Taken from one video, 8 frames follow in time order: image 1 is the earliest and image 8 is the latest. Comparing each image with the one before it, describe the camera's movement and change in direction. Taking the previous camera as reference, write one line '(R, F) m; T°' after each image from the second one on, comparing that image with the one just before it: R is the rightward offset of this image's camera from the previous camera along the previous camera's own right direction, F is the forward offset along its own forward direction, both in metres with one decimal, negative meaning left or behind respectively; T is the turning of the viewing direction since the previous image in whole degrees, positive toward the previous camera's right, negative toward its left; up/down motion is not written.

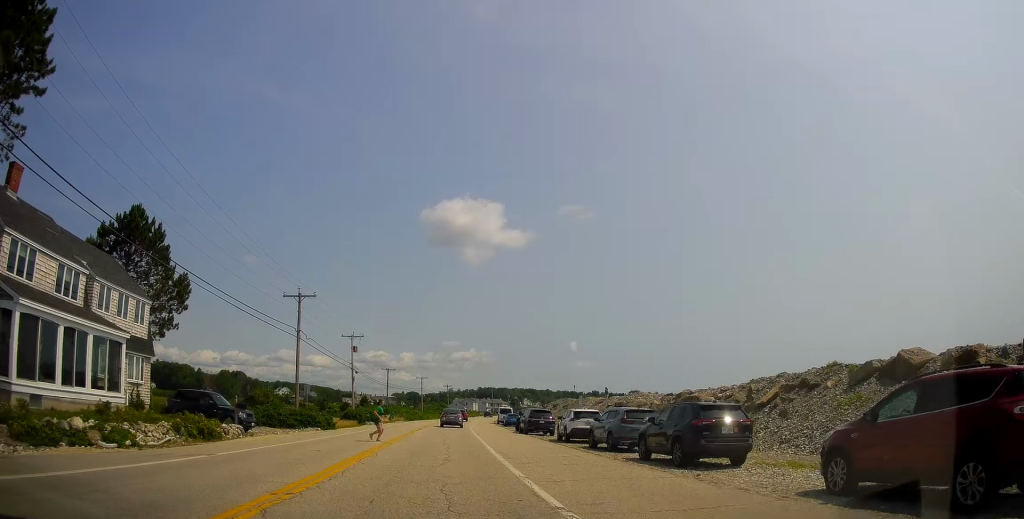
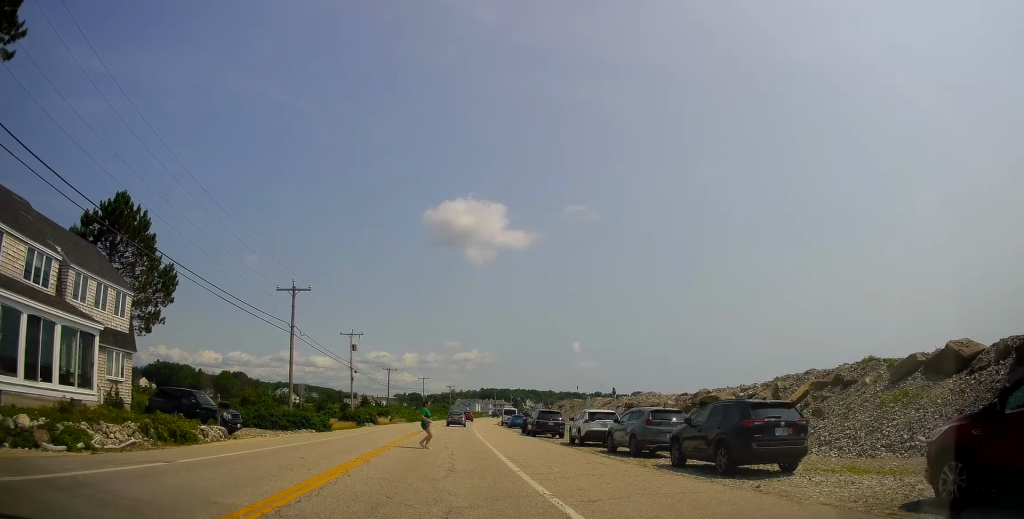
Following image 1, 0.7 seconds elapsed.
(0.0, +2.4) m; -1°
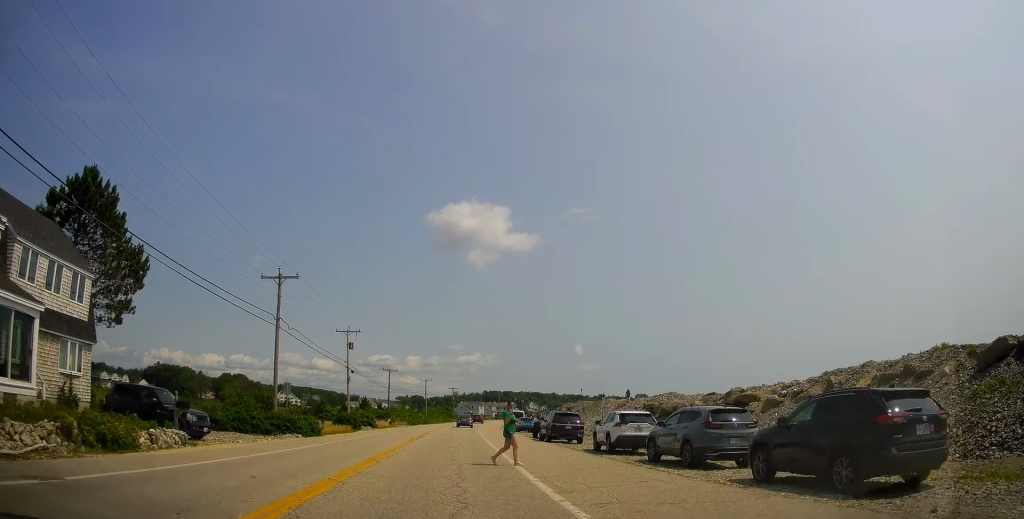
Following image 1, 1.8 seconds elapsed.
(0.0, +4.7) m; +2°
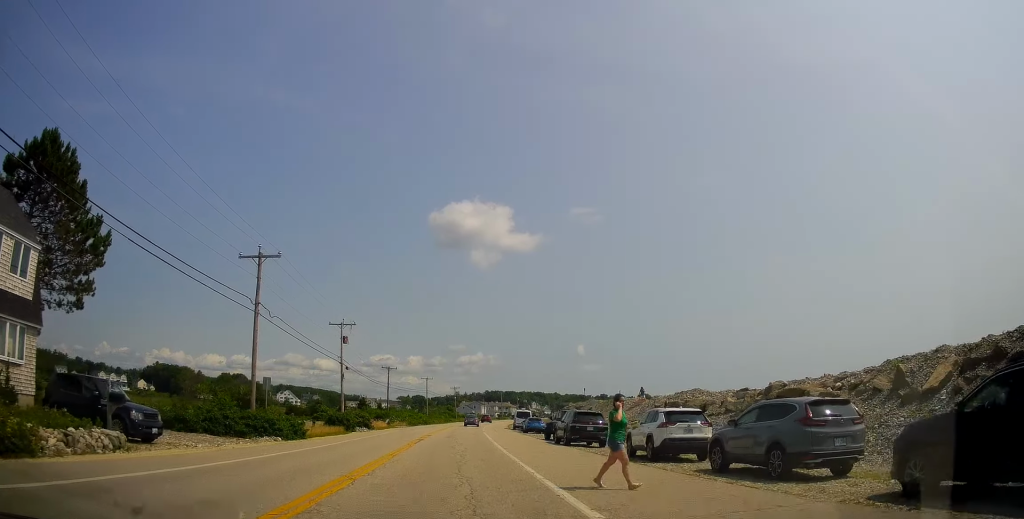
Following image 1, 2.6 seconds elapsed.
(0.0, +4.4) m; +4°
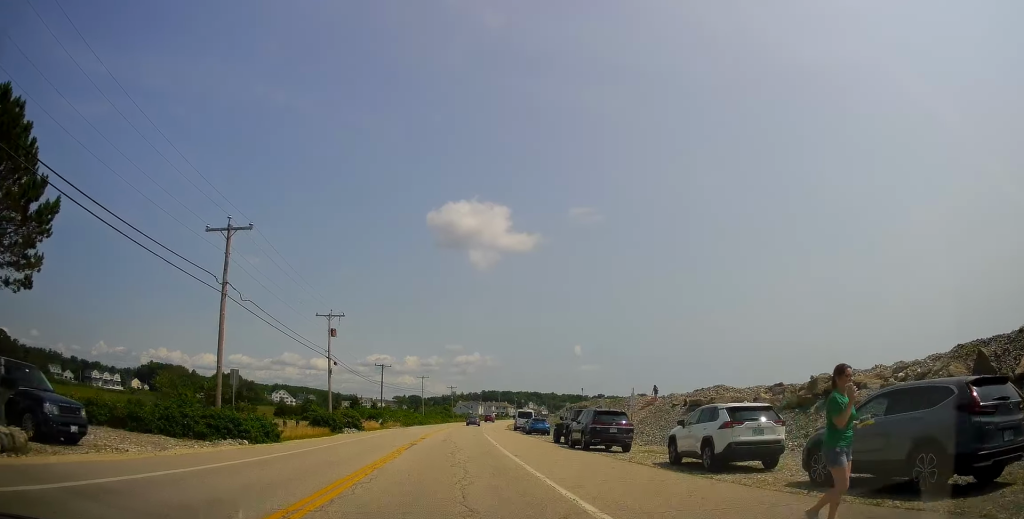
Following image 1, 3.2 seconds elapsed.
(+0.3, +4.3) m; +2°
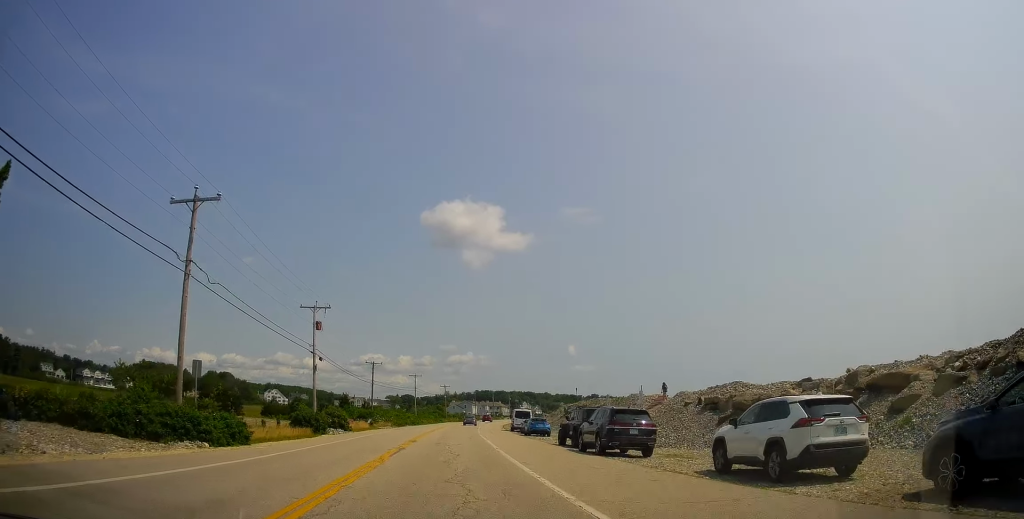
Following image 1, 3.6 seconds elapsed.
(0.0, +3.4) m; 0°
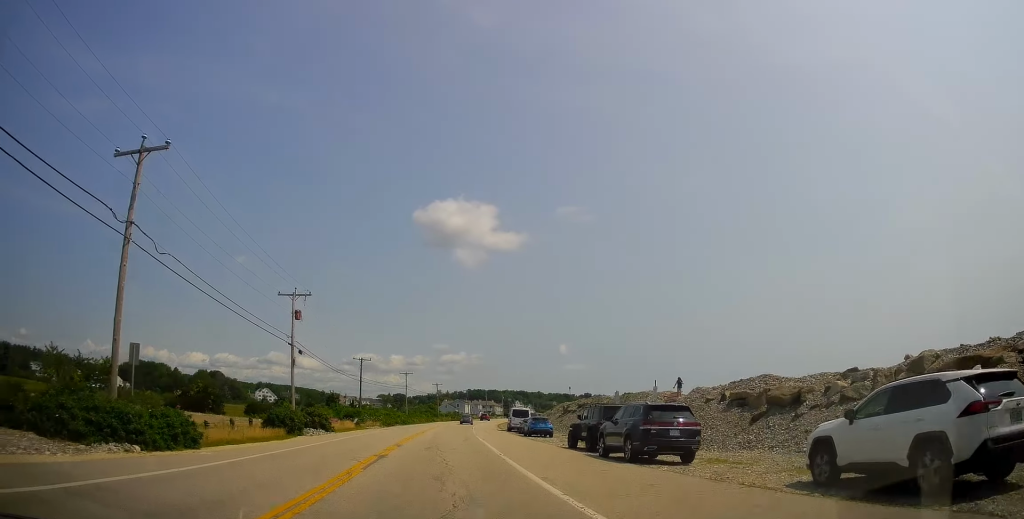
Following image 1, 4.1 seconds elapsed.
(0.0, +4.3) m; -2°
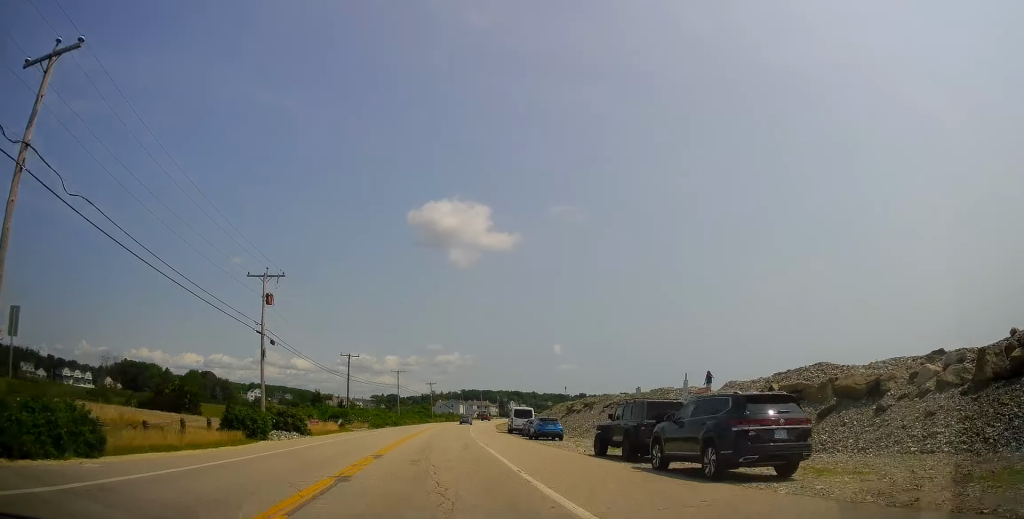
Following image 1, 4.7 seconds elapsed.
(-0.1, +5.9) m; 0°
